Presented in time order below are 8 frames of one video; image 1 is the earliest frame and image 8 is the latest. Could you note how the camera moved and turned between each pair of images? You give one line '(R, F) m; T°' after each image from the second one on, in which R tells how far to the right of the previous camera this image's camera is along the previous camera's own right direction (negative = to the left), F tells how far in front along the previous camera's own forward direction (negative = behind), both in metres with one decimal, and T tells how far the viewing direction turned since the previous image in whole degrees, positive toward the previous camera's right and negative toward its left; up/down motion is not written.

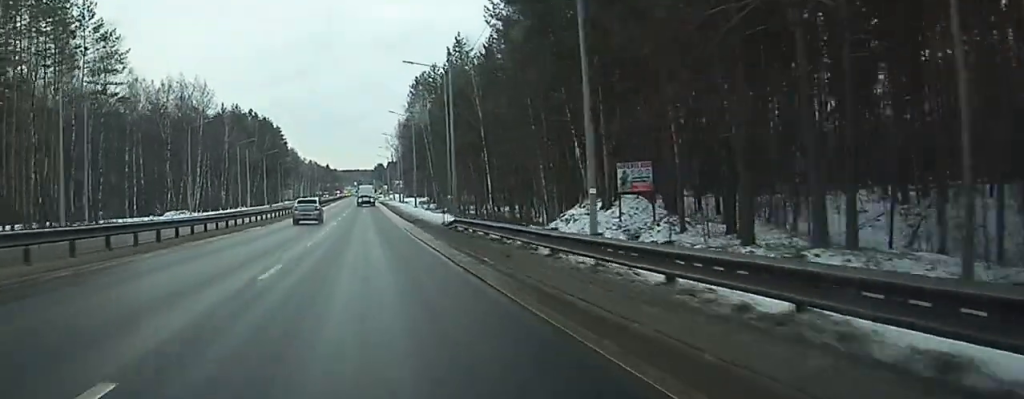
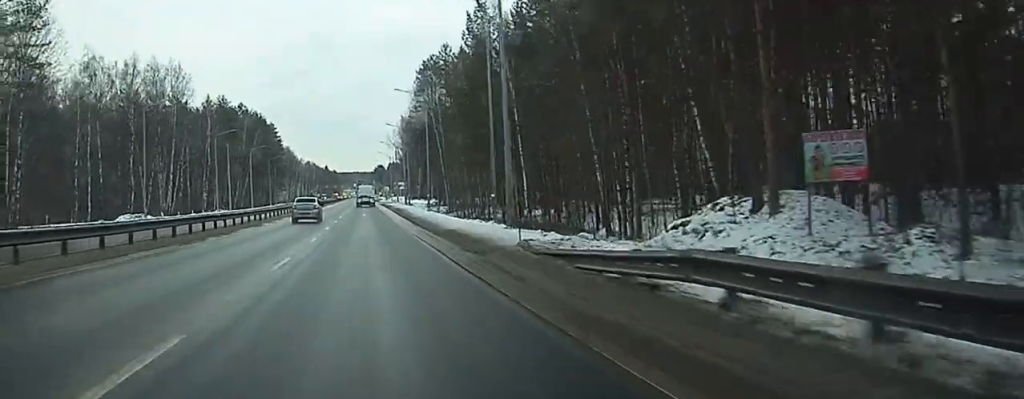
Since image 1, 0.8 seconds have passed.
(+0.1, +22.0) m; 0°
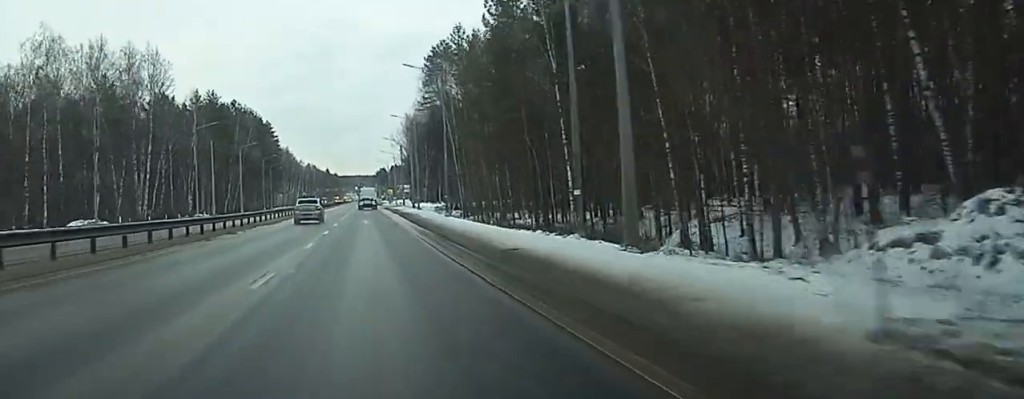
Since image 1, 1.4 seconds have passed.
(0.0, +16.4) m; 0°
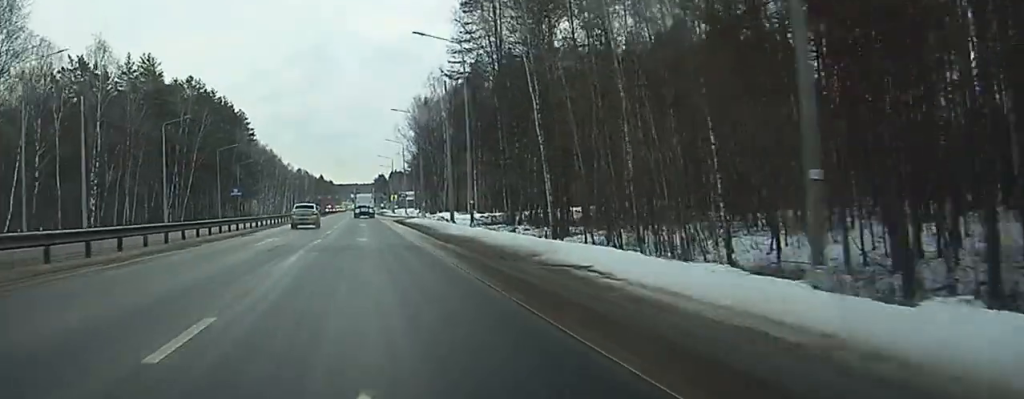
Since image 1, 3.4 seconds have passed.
(-0.2, +55.2) m; 0°
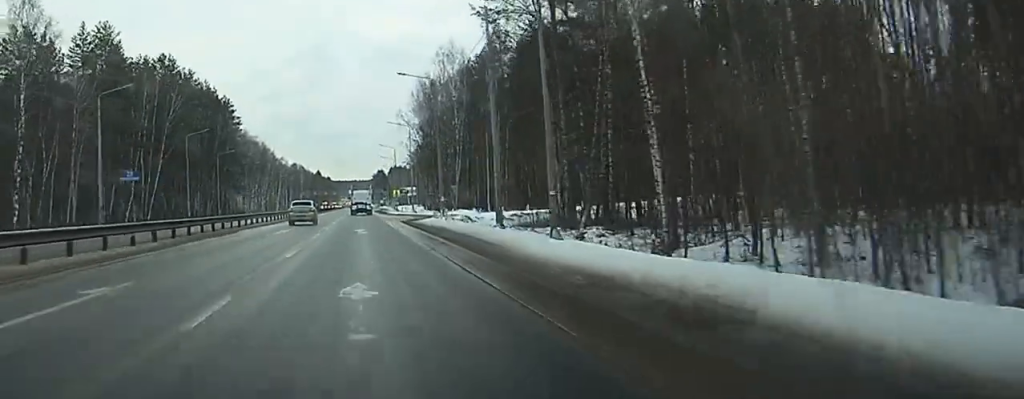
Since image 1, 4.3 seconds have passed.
(0.0, +22.7) m; 0°
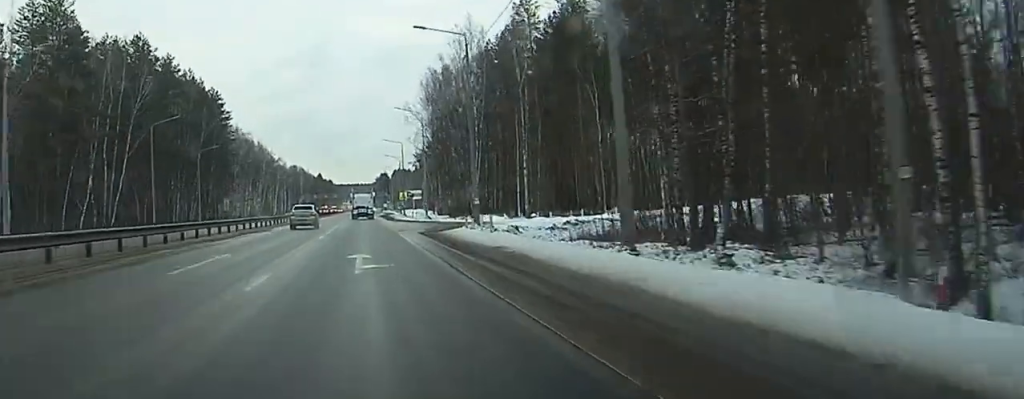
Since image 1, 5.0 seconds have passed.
(0.0, +20.3) m; 0°
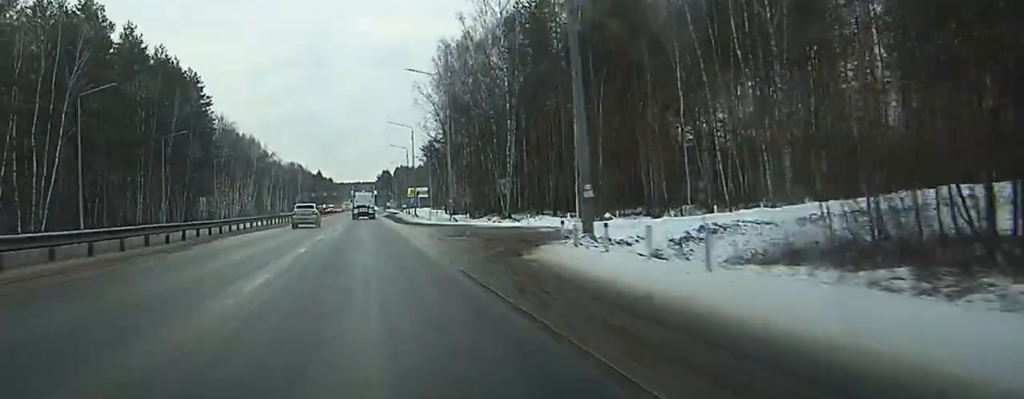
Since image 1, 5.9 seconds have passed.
(0.0, +25.6) m; 0°
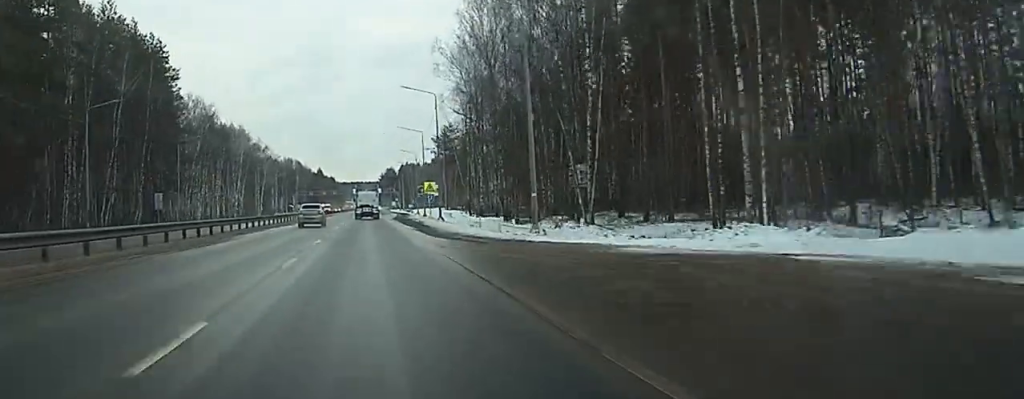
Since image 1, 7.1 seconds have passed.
(0.0, +34.2) m; 0°
